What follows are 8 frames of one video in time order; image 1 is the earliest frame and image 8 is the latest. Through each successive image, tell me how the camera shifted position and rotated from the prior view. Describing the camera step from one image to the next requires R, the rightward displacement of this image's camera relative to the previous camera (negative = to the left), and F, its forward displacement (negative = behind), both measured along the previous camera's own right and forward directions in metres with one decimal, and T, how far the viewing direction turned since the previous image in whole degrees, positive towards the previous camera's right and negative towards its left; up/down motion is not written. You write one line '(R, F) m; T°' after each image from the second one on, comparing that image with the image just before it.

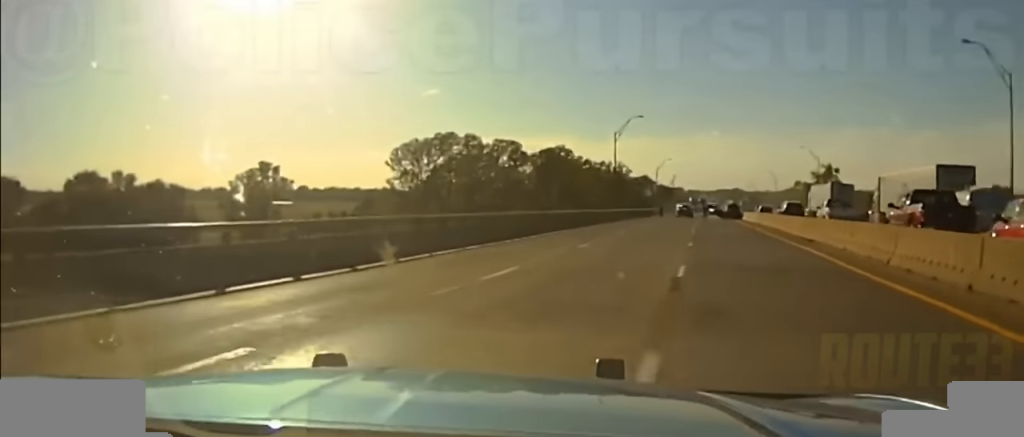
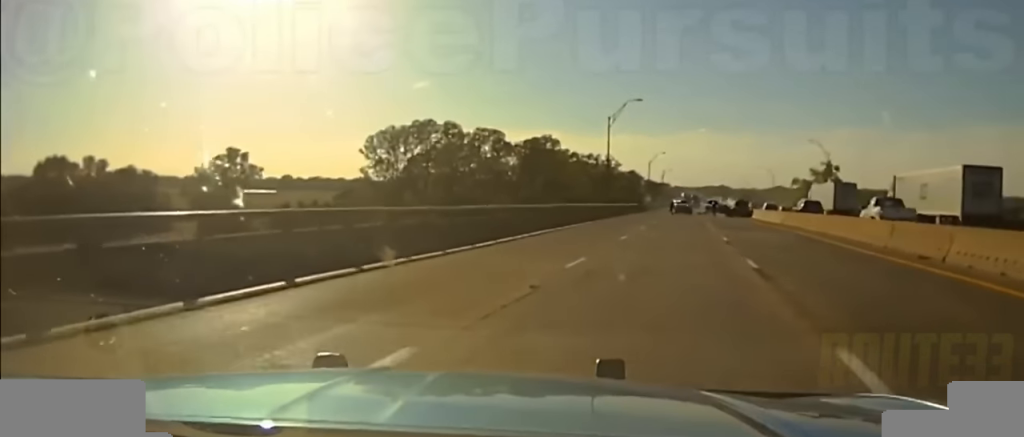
(-0.4, +11.0) m; -2°
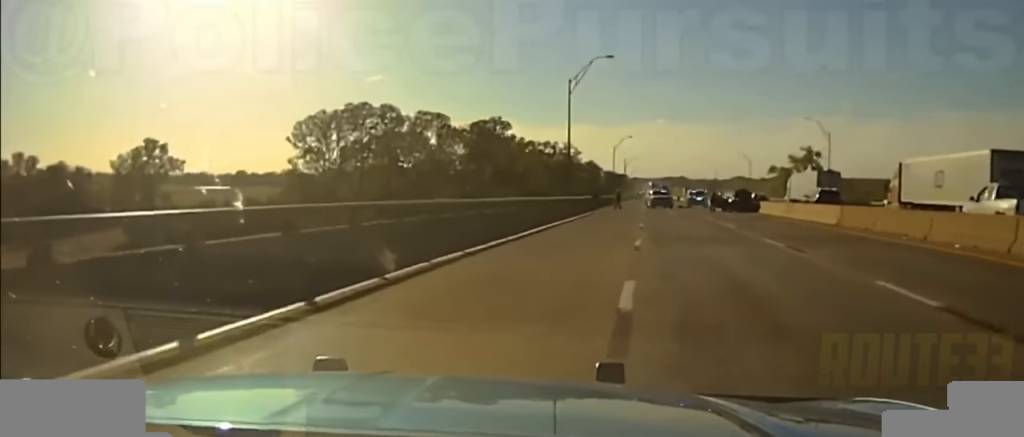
(+0.2, +15.3) m; +2°
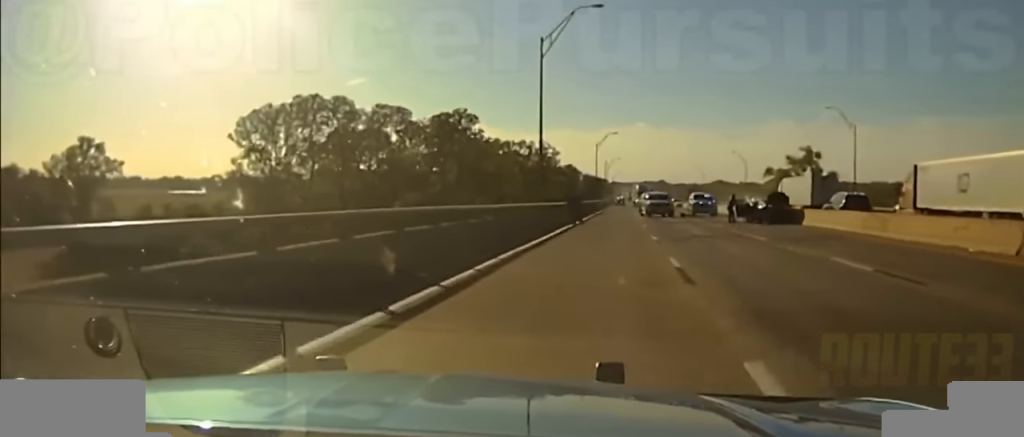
(+0.3, +12.6) m; +3°
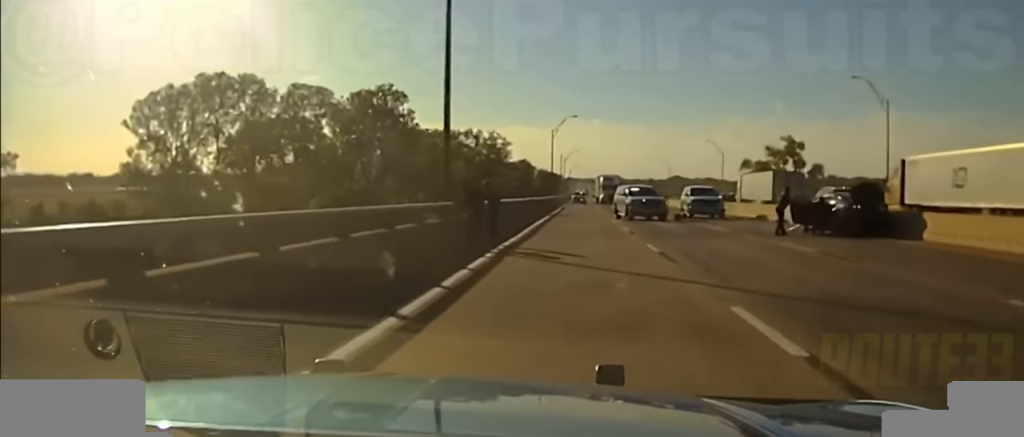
(+0.5, +16.1) m; +2°
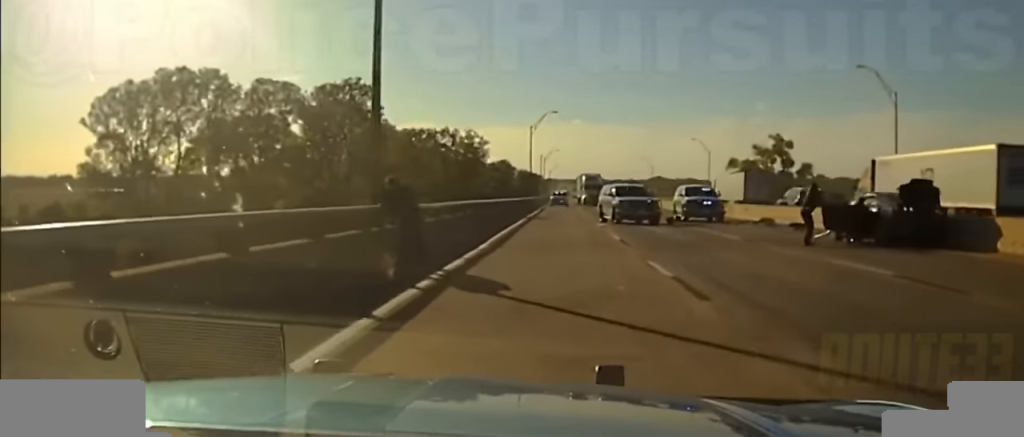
(0.0, +5.3) m; 0°
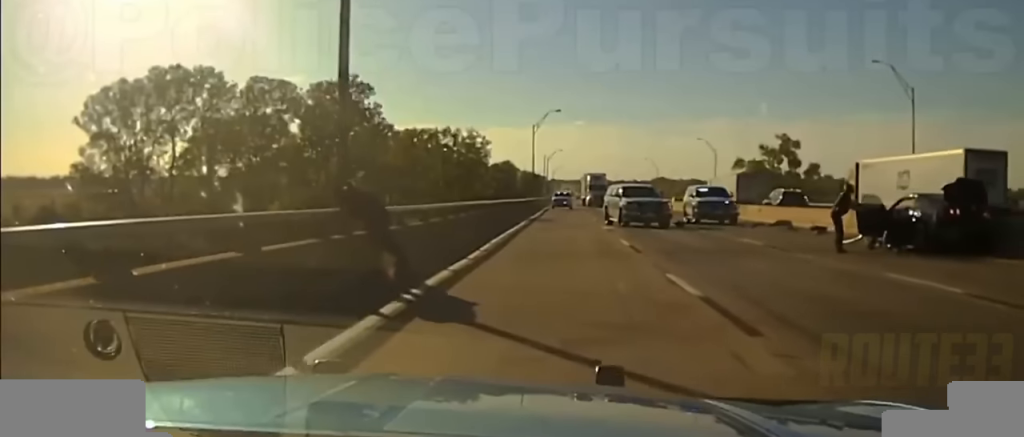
(0.0, +3.6) m; 0°
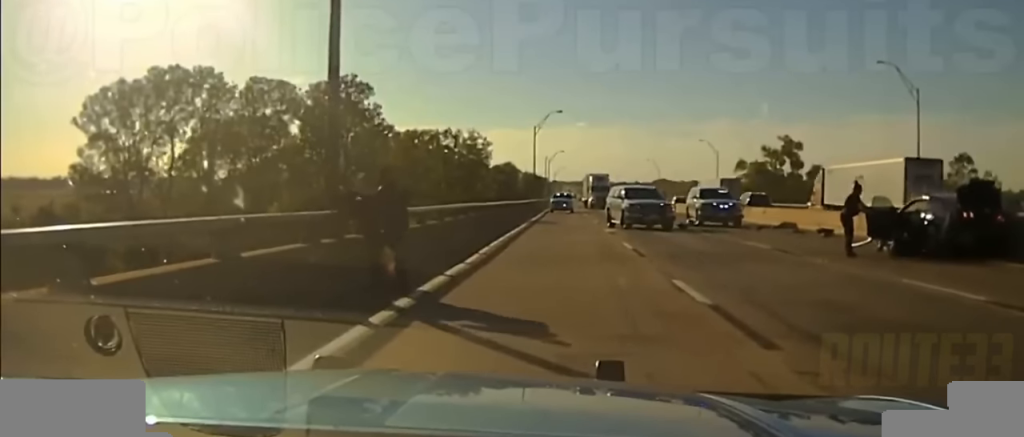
(0.0, +2.1) m; 0°
